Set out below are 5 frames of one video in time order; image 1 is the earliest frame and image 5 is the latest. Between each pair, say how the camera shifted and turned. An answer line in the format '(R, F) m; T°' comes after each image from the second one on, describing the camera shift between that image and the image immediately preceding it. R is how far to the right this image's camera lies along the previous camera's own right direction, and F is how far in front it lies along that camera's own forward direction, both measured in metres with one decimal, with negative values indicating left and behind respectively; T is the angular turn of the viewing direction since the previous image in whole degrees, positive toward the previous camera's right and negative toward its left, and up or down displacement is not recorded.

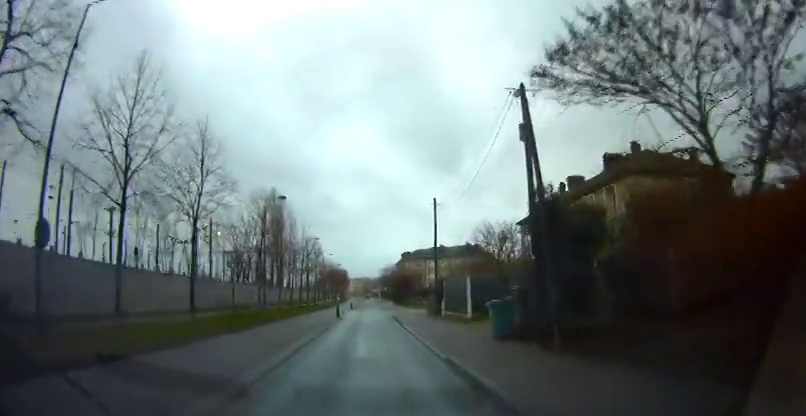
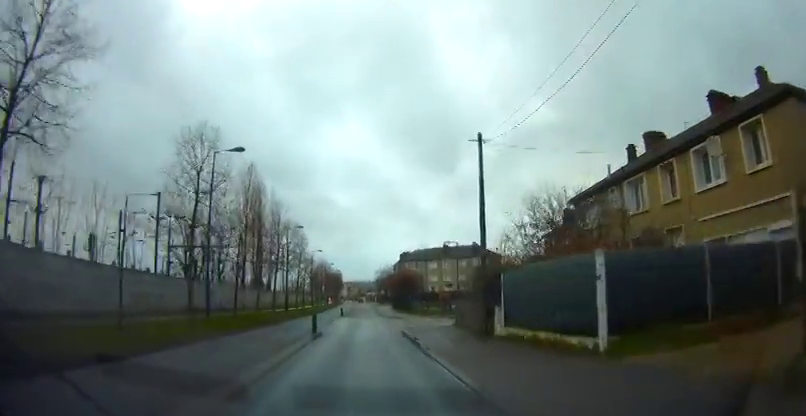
(-0.2, +12.0) m; -1°
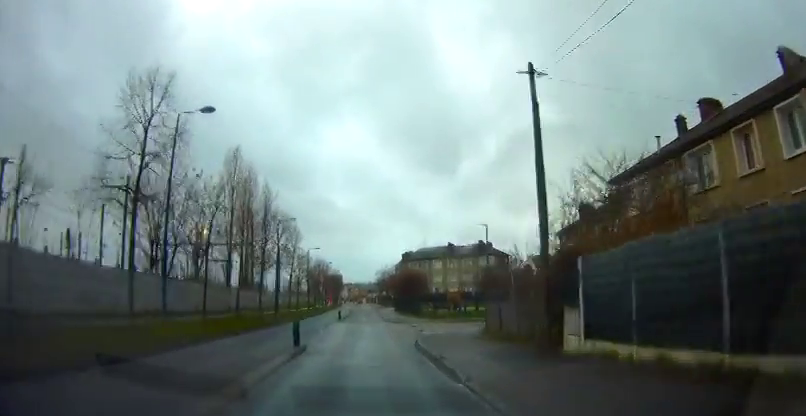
(0.0, +5.3) m; 0°
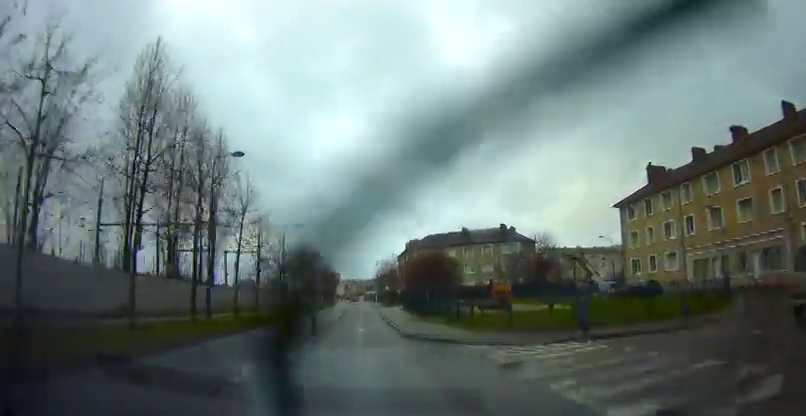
(+0.4, +18.5) m; +3°
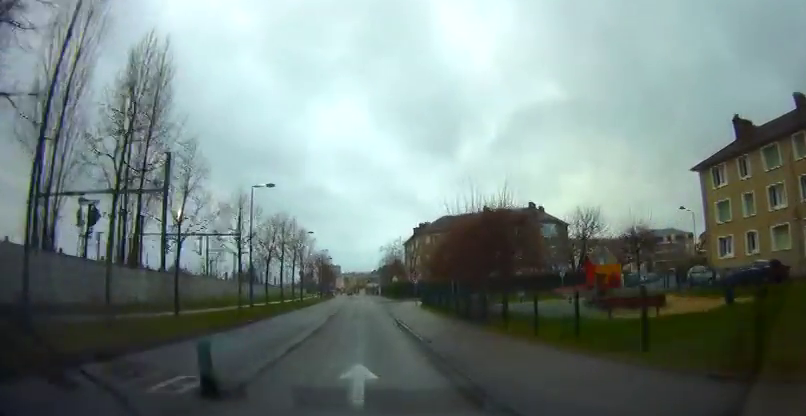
(-0.2, +14.7) m; -2°
